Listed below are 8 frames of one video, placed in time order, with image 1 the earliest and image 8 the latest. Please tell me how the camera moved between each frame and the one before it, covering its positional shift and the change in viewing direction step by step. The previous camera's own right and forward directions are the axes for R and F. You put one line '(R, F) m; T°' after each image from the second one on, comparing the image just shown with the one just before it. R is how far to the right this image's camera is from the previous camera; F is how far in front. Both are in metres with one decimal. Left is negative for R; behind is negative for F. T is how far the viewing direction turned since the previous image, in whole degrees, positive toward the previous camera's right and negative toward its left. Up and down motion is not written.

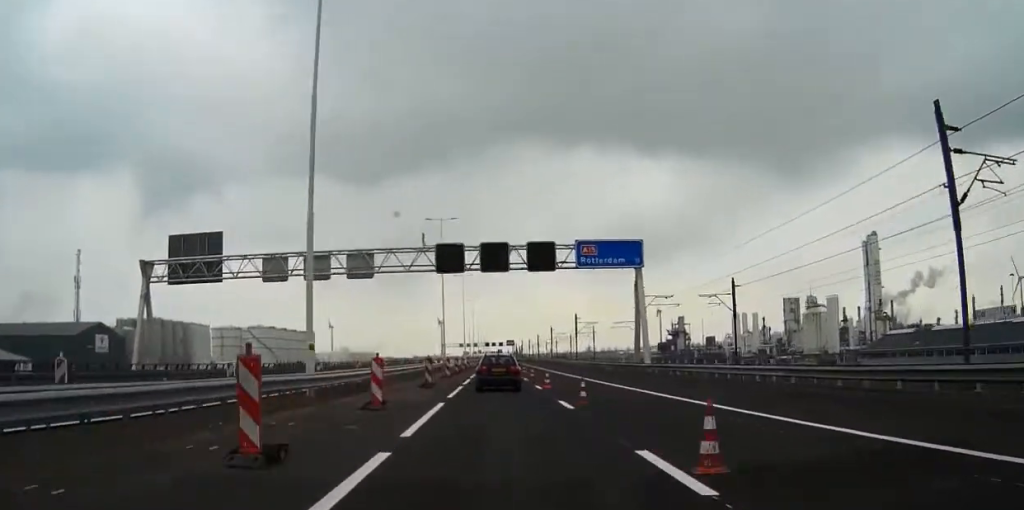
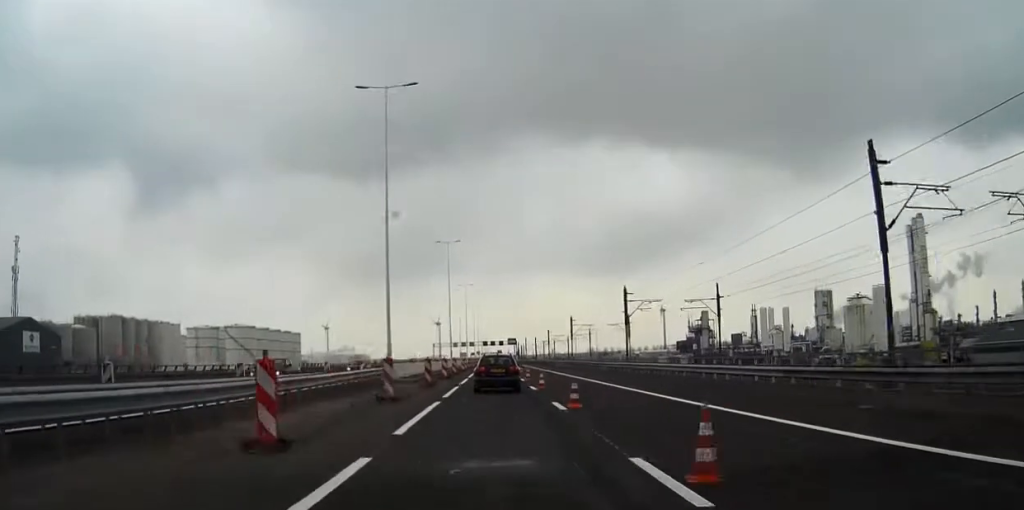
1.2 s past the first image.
(-0.3, +46.8) m; -1°
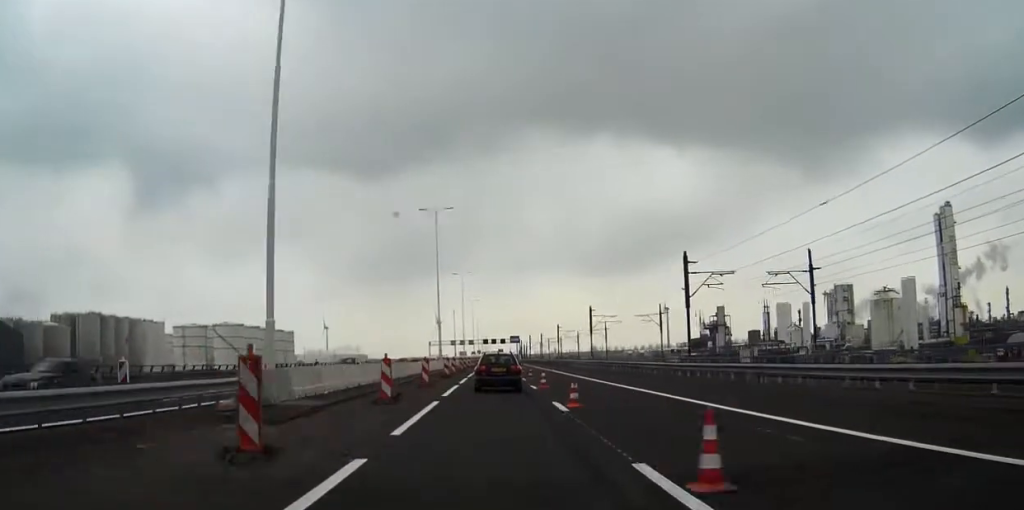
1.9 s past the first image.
(-0.1, +24.2) m; 0°
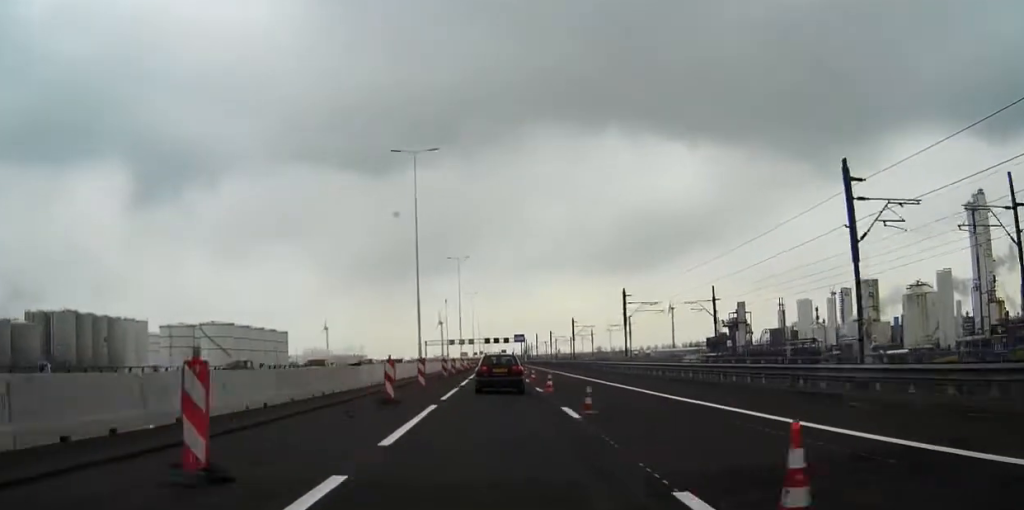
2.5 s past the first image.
(-0.1, +25.4) m; 0°
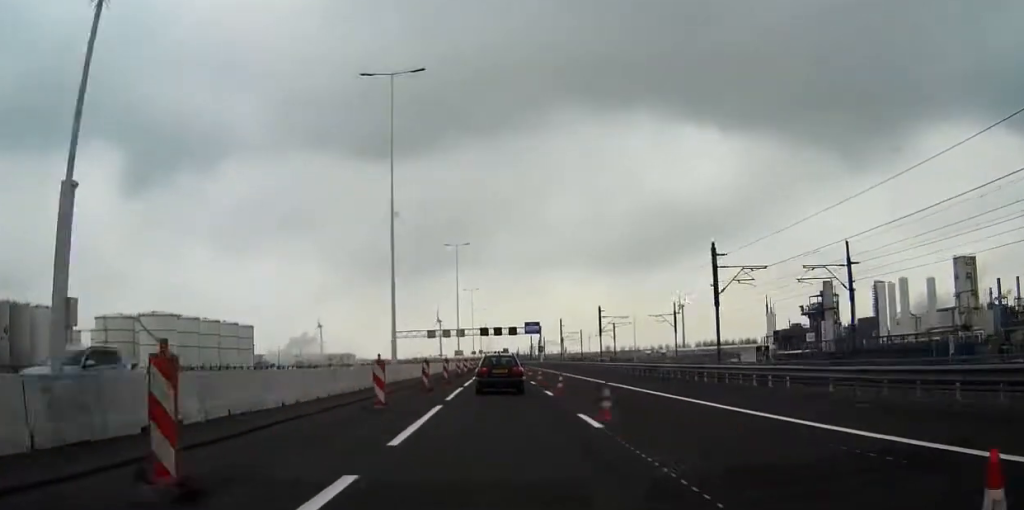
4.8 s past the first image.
(-0.4, +85.5) m; 0°
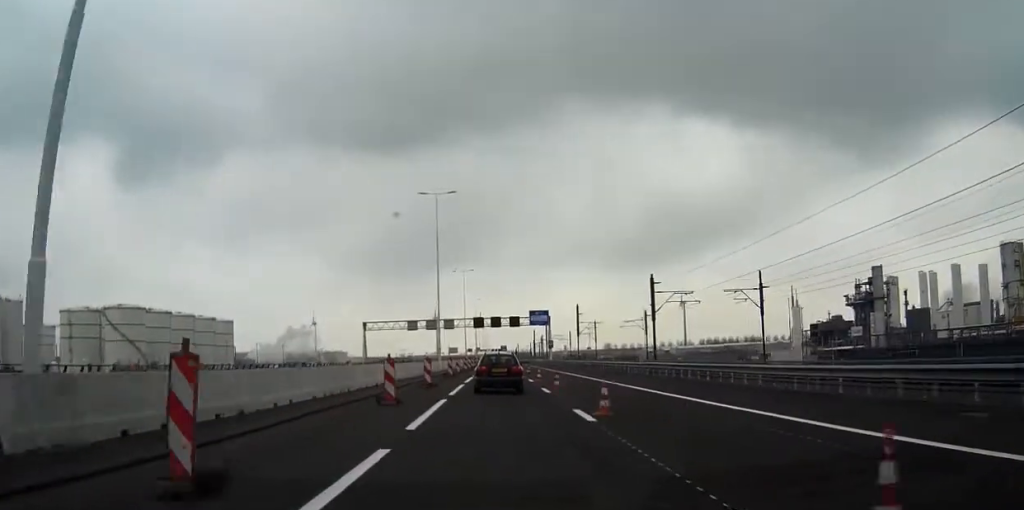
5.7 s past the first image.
(+0.1, +34.5) m; +1°
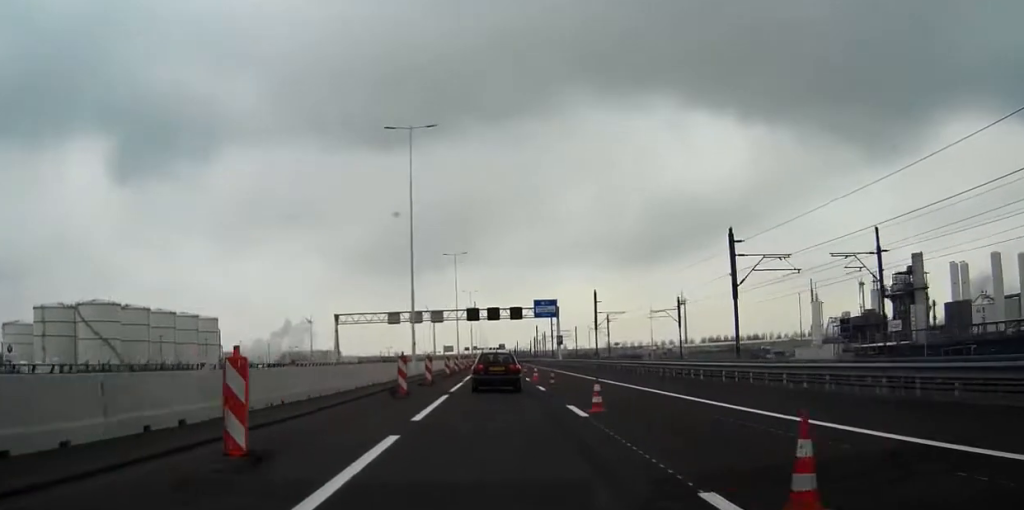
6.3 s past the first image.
(0.0, +23.1) m; +1°
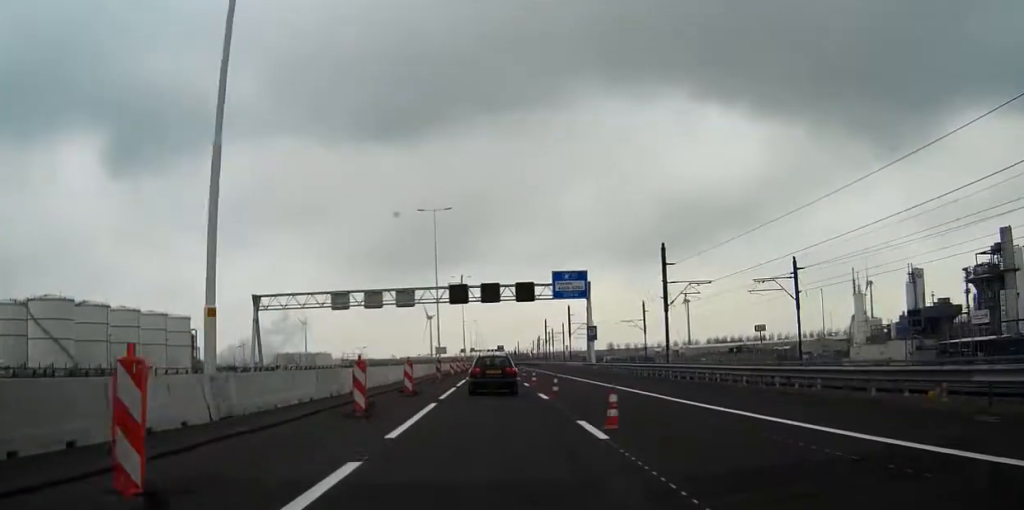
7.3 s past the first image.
(+0.4, +39.7) m; +1°
